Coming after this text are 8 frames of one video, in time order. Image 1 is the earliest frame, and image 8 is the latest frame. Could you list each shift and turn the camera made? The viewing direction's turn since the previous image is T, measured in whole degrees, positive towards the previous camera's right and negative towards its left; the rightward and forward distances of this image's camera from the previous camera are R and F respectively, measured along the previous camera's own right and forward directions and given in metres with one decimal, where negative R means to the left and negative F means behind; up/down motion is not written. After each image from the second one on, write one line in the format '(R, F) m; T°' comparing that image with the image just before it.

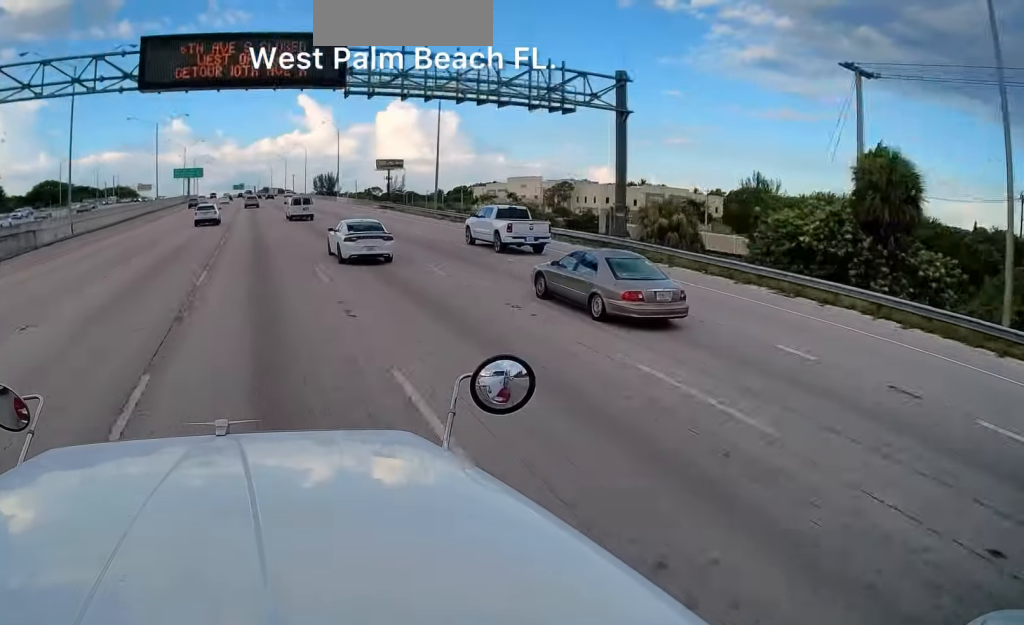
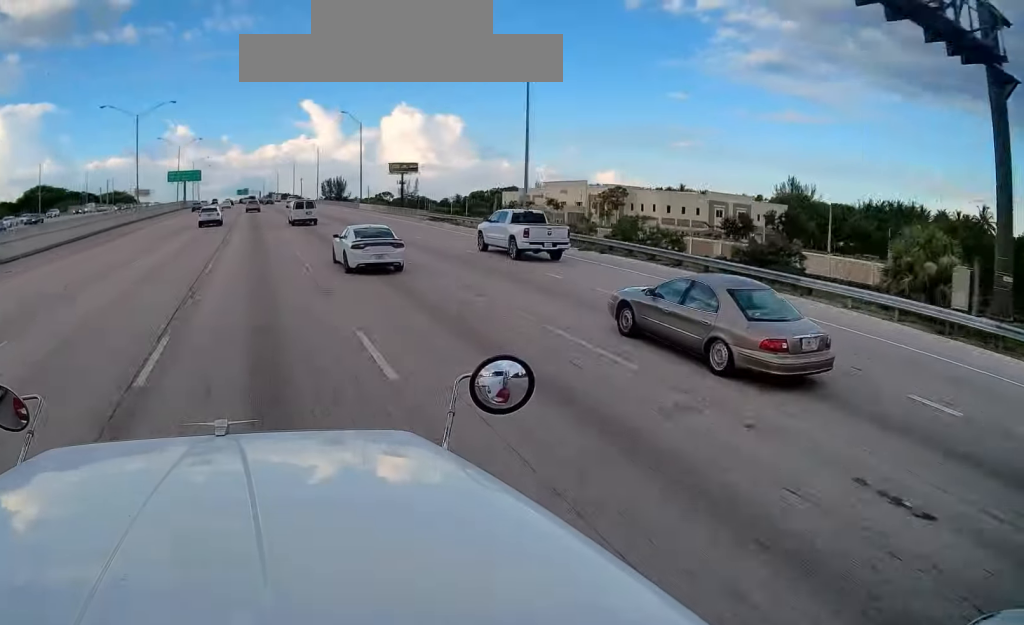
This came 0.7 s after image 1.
(0.0, +16.5) m; 0°
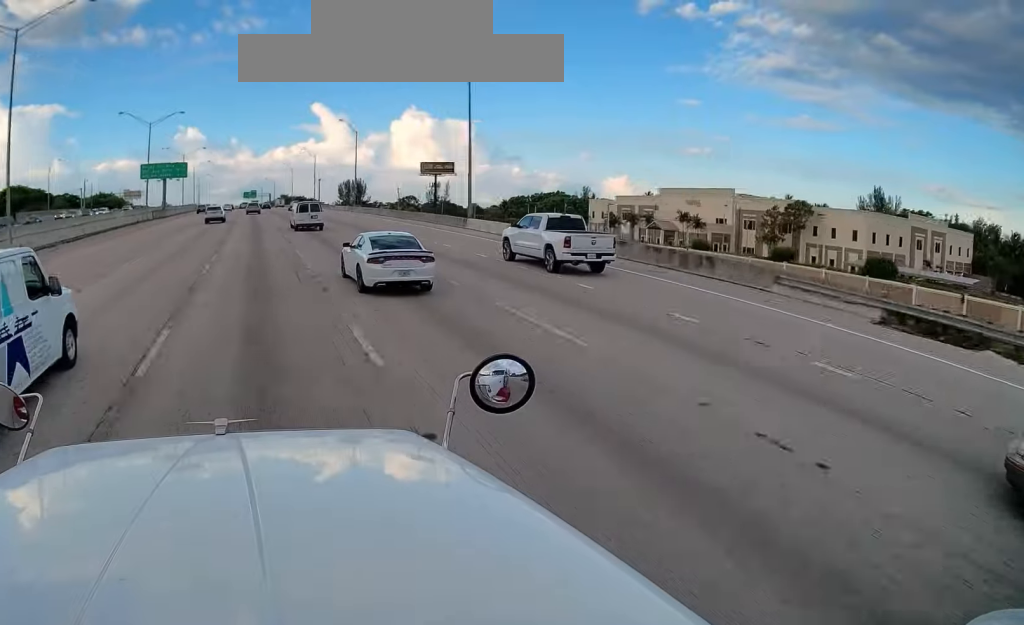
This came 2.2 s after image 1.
(-0.3, +41.4) m; -2°
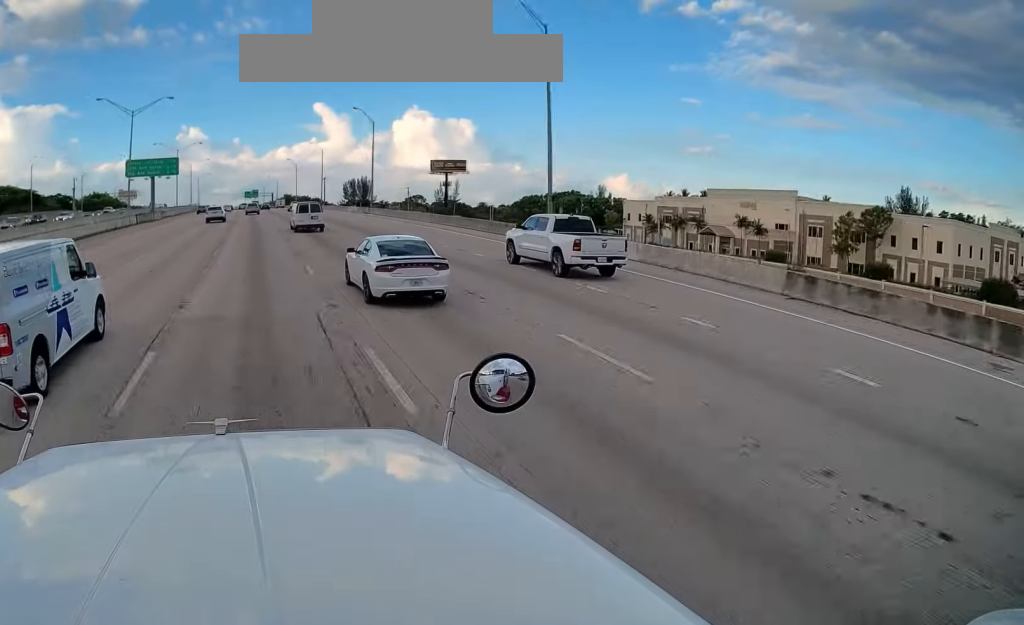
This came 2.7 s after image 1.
(-0.2, +13.3) m; 0°
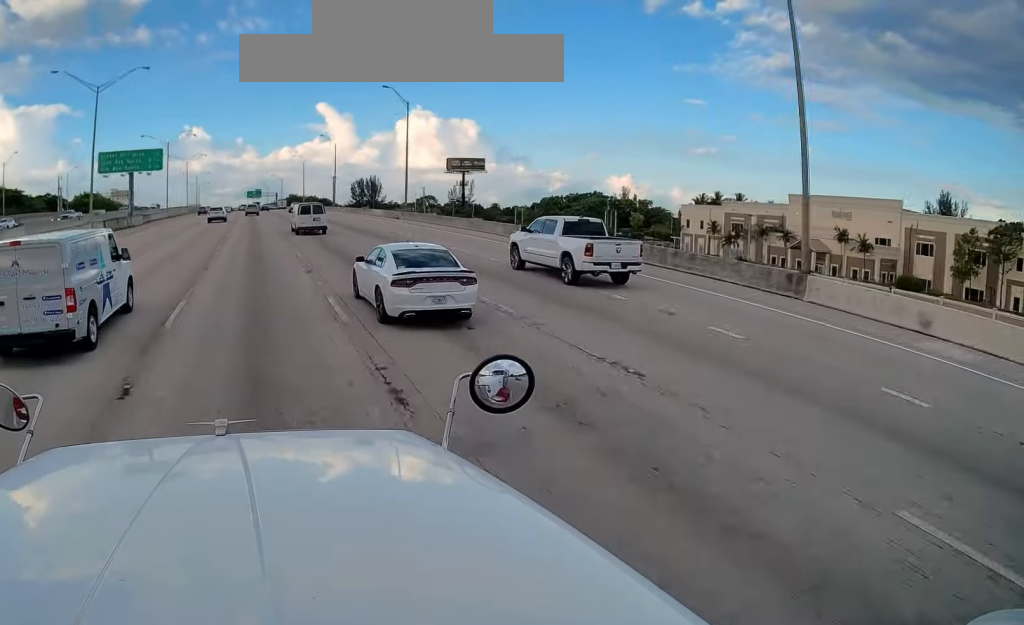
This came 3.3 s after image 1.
(-0.2, +18.2) m; 0°
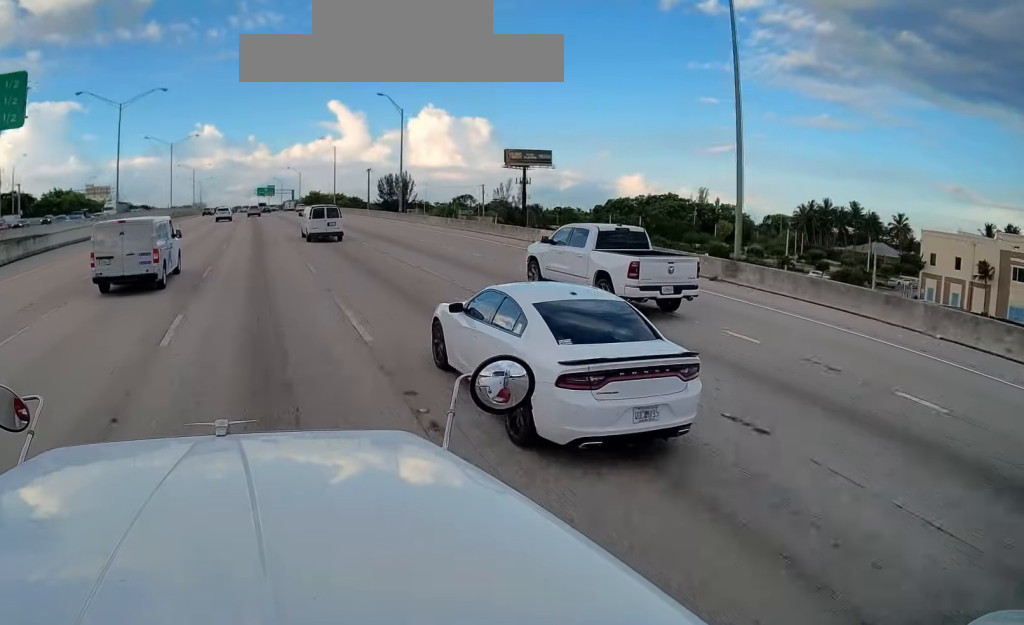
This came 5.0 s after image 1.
(0.0, +48.3) m; -1°
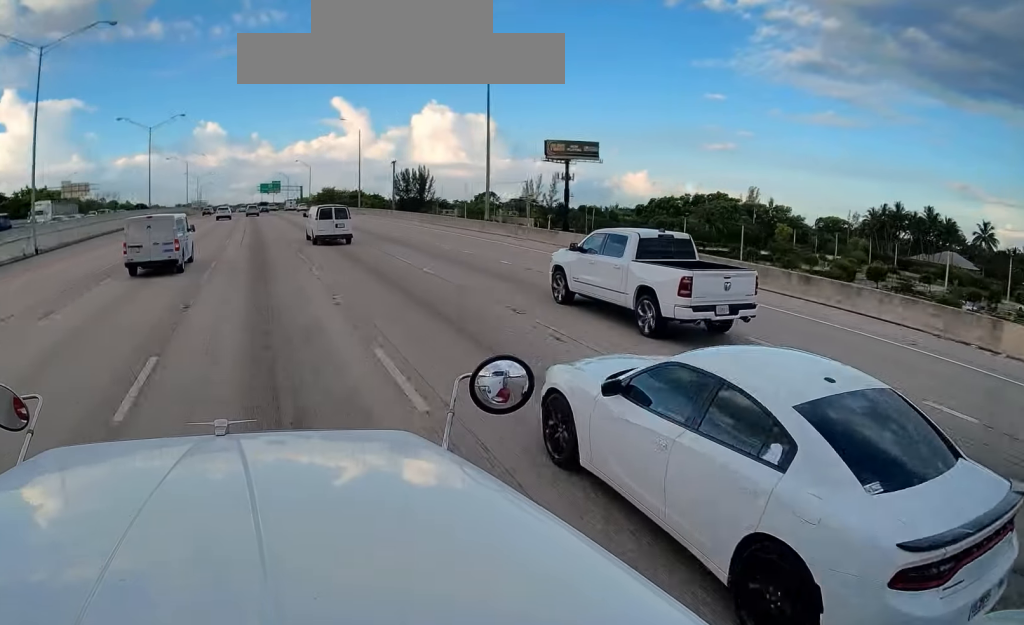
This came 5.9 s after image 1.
(-0.3, +28.9) m; -1°
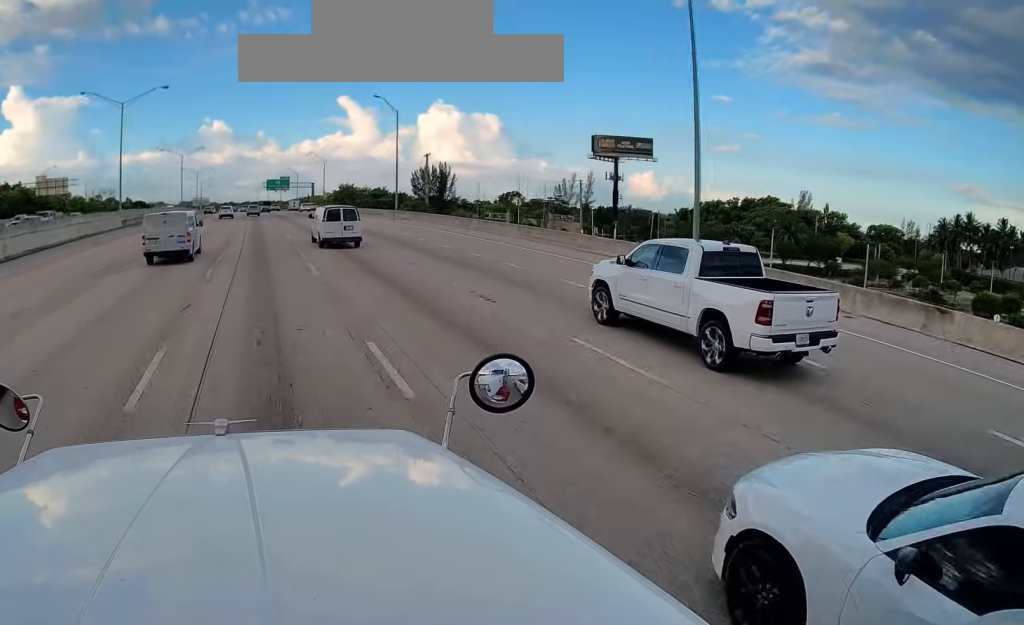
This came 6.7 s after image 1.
(-0.1, +23.0) m; 0°
